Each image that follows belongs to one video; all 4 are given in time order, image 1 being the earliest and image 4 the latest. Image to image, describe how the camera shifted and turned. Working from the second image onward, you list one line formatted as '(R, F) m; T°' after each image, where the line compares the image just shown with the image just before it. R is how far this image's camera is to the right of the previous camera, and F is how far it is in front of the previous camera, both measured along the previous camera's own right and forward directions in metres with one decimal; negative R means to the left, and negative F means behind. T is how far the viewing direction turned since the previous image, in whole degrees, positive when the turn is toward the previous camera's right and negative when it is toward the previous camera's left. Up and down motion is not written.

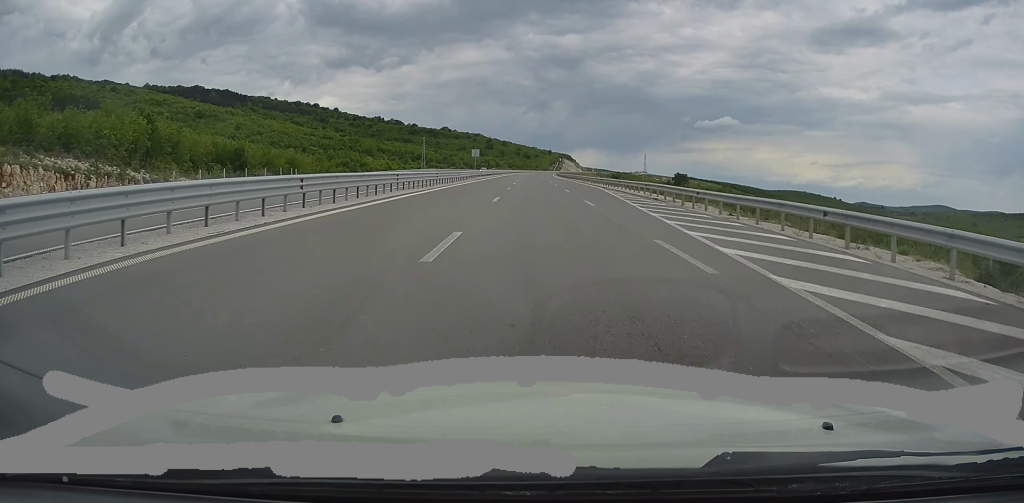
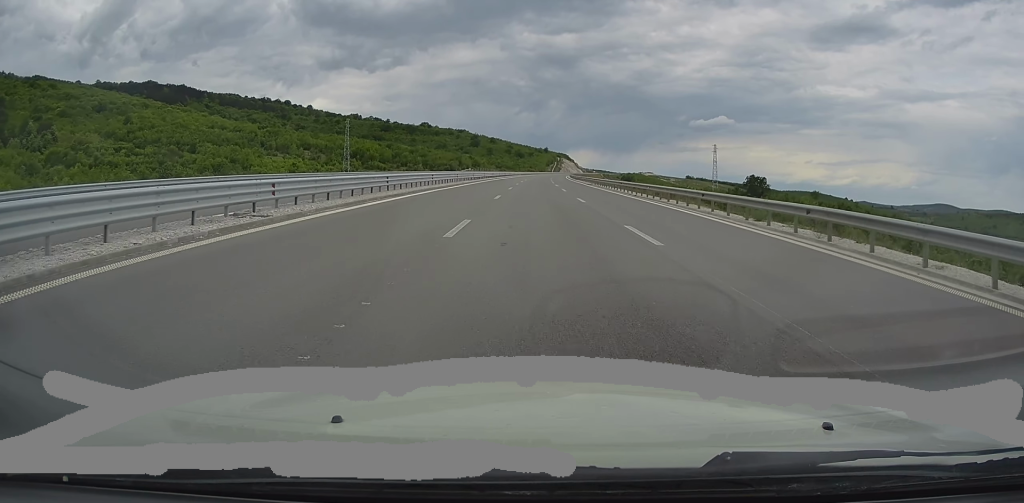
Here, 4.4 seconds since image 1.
(-0.6, +119.6) m; 0°
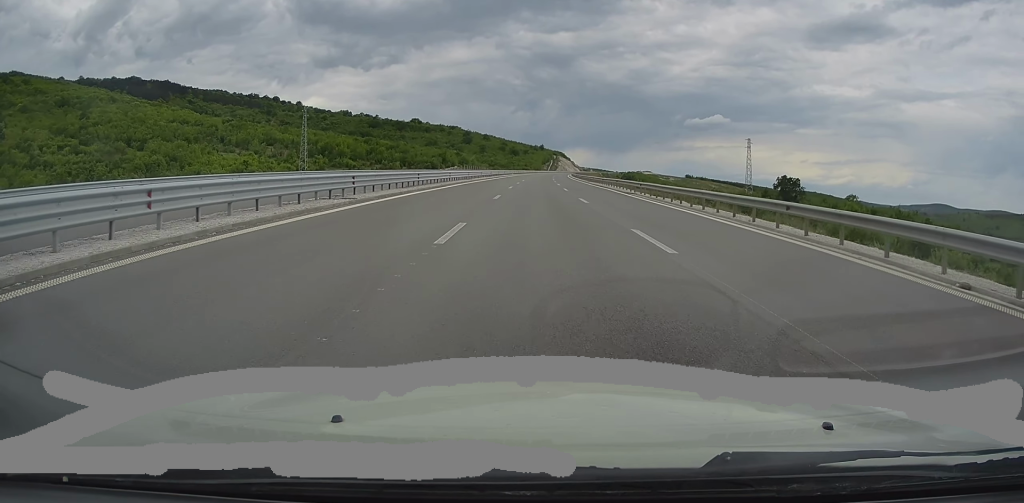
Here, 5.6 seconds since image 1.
(+0.4, +32.6) m; +1°
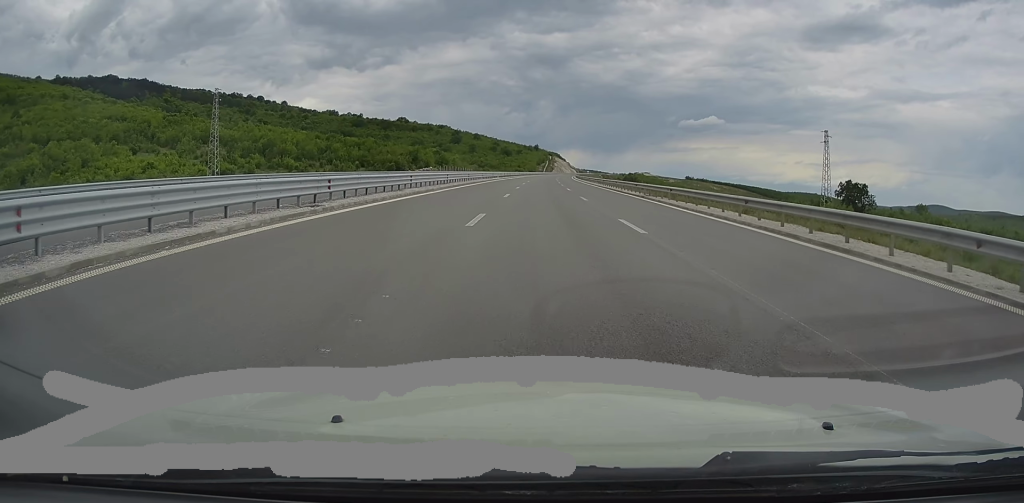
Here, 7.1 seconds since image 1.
(0.0, +44.1) m; 0°
